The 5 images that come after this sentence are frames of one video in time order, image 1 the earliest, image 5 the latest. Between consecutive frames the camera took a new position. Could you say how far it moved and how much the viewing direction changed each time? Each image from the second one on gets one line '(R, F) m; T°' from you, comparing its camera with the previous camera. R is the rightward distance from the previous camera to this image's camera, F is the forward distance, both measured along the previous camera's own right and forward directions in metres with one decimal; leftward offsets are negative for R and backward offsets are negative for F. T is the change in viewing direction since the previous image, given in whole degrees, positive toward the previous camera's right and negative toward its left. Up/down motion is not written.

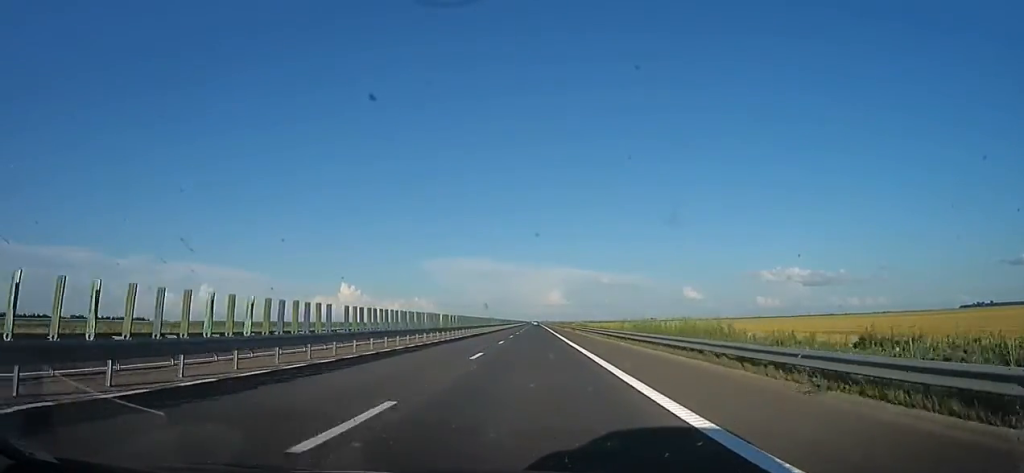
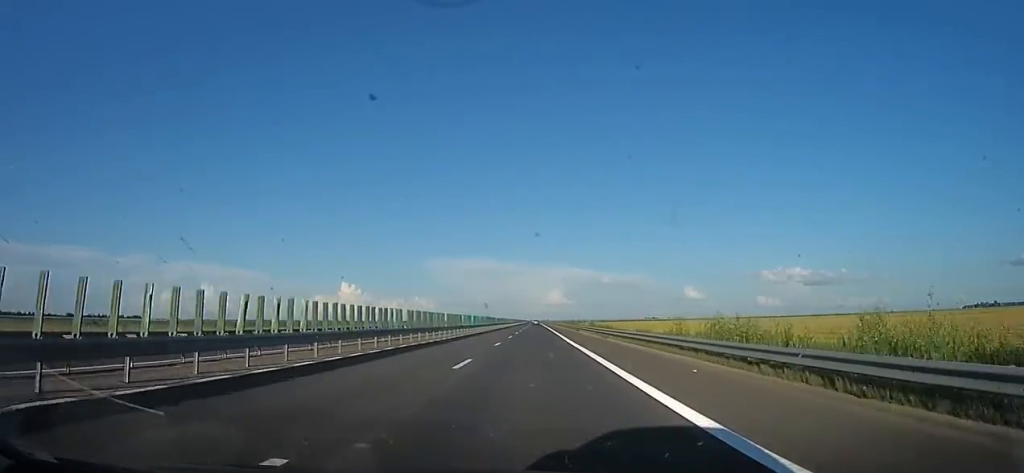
(+0.2, +27.4) m; -2°
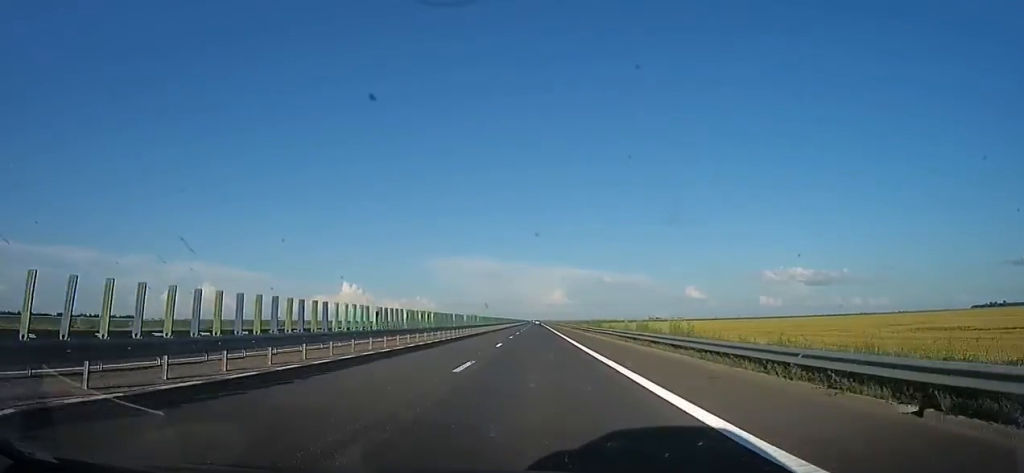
(-0.4, +60.4) m; +2°
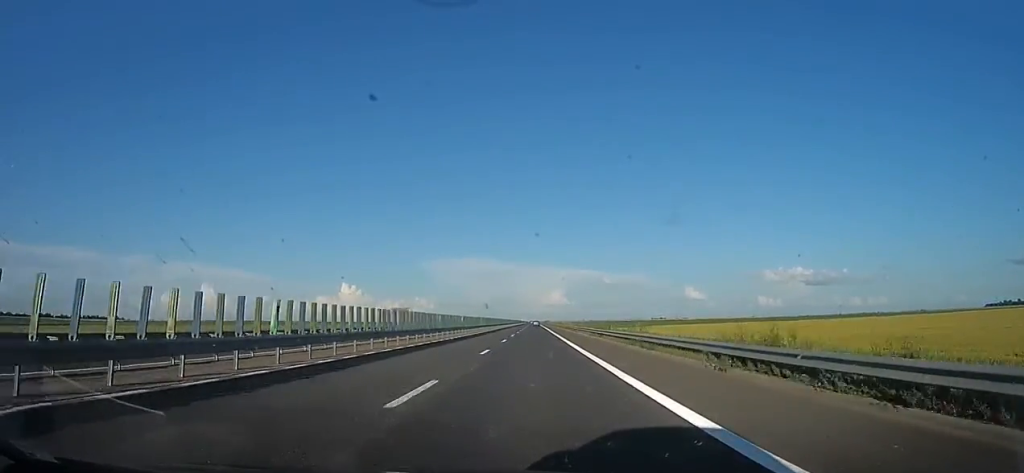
(+1.4, +112.9) m; +1°
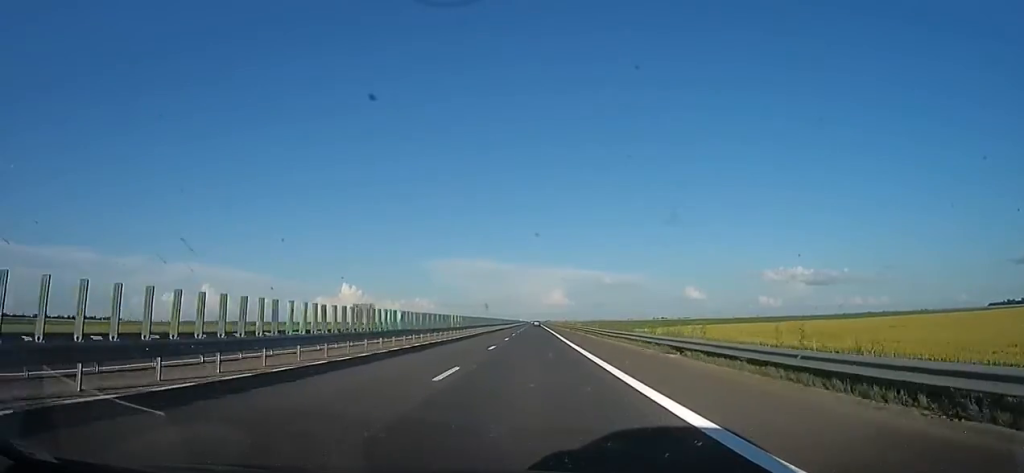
(0.0, +20.6) m; 0°
